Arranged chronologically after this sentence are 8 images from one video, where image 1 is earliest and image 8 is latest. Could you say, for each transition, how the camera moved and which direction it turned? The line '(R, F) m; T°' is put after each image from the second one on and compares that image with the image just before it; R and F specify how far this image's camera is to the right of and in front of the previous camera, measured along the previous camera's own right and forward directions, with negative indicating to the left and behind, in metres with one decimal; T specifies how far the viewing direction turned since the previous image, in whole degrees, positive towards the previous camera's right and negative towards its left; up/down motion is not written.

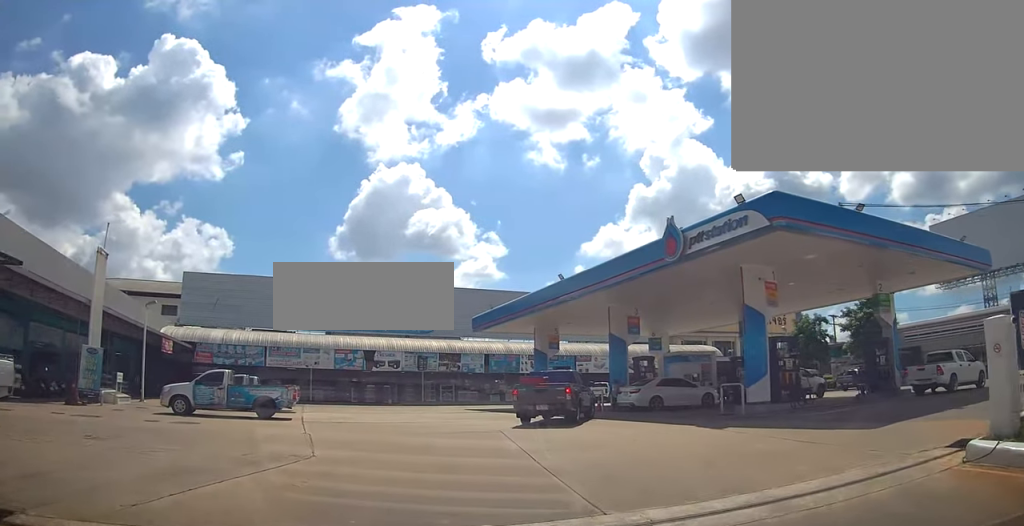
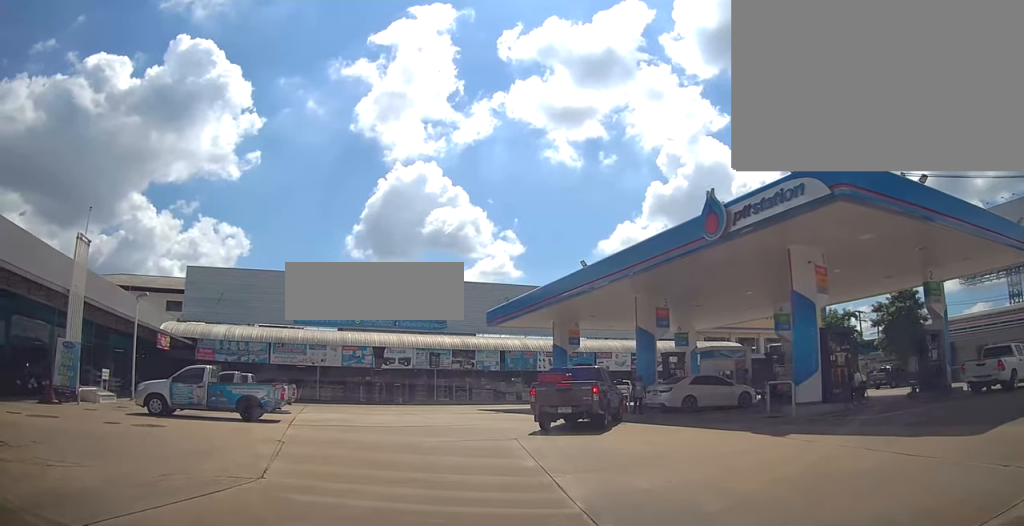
(-0.1, +2.5) m; 0°
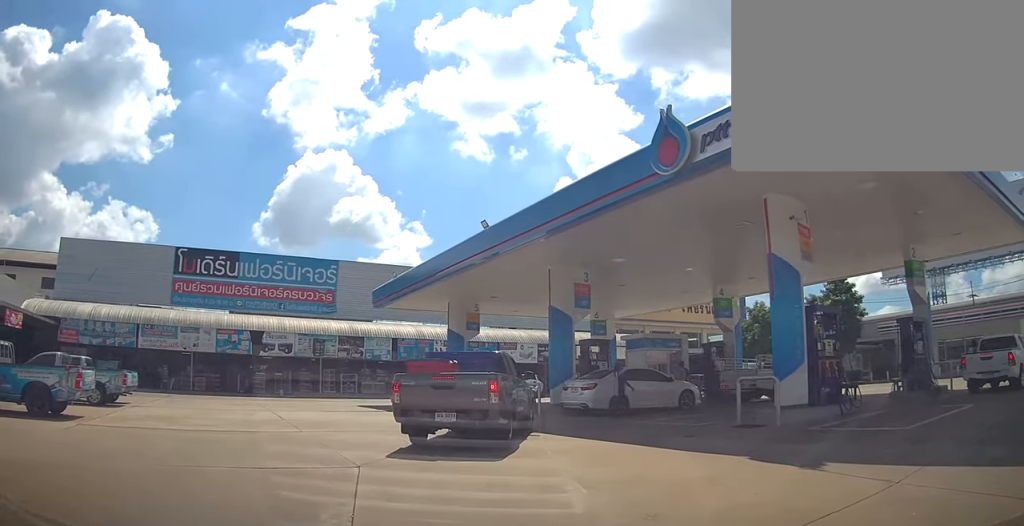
(-0.1, +5.8) m; +27°
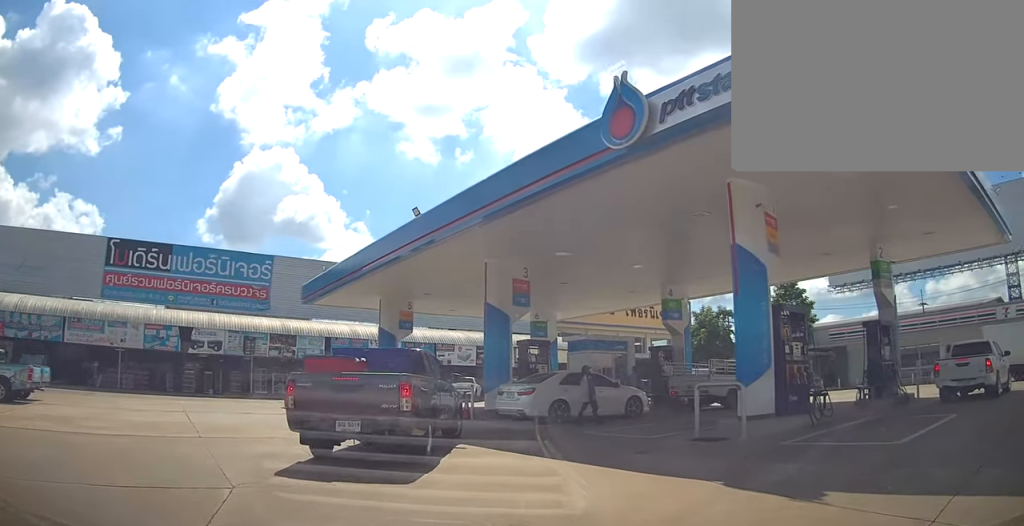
(+0.2, +1.1) m; +36°
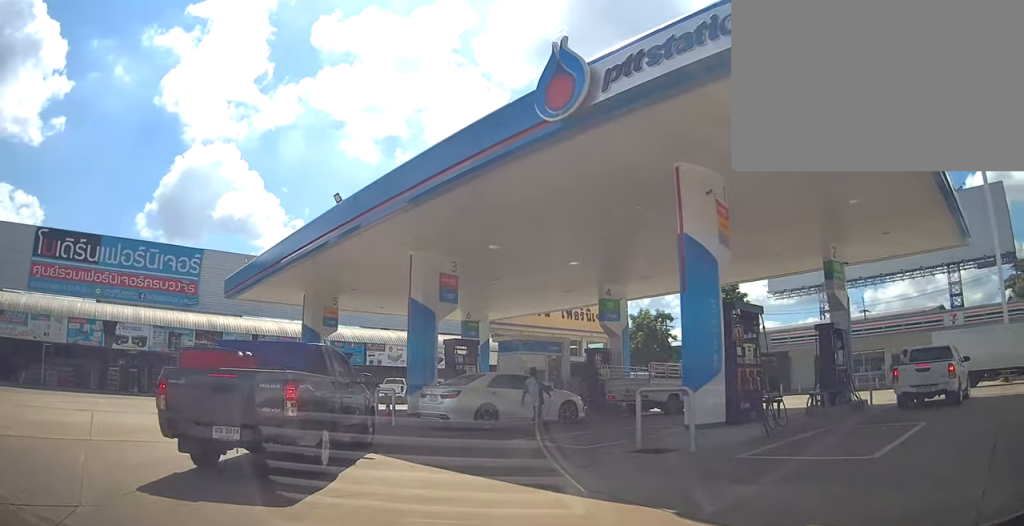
(+1.0, +0.9) m; +37°
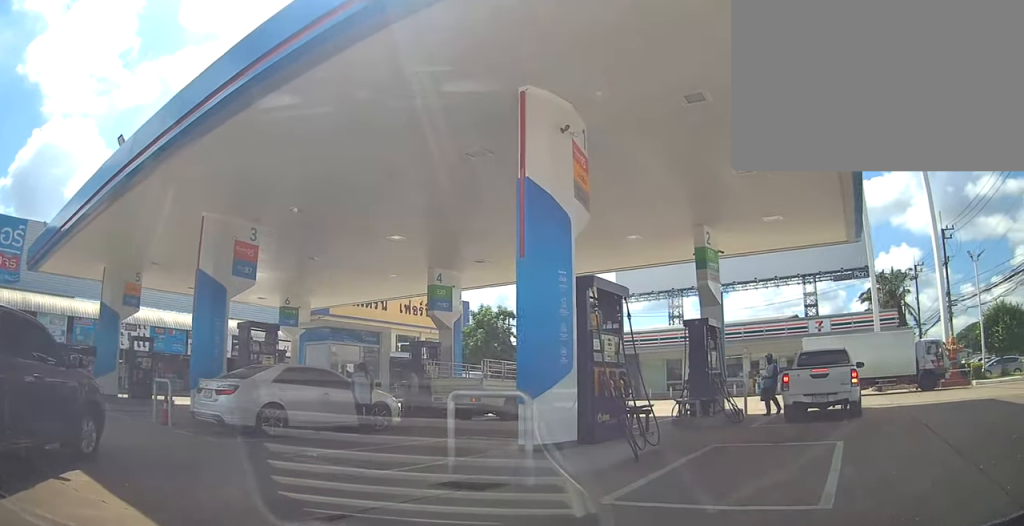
(+1.1, +5.1) m; +12°
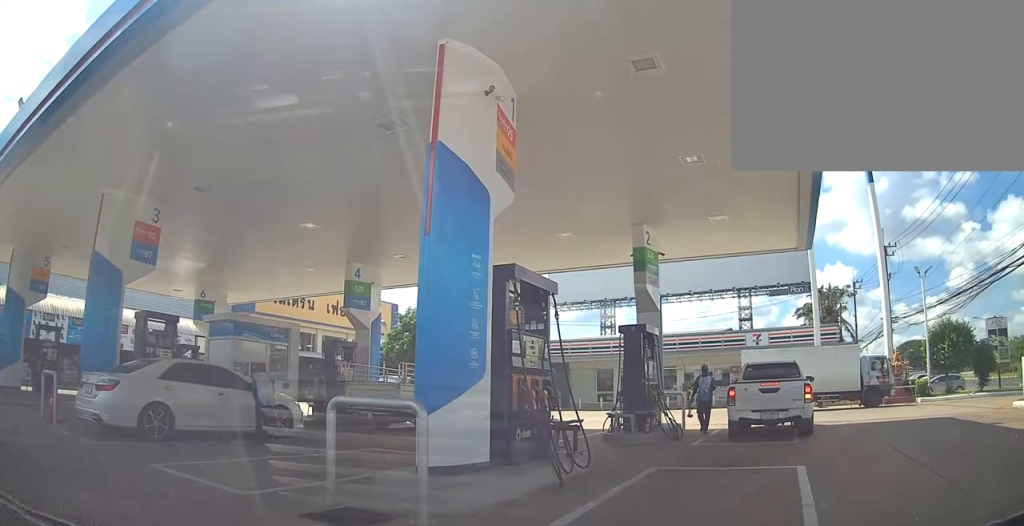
(0.0, +3.6) m; 0°
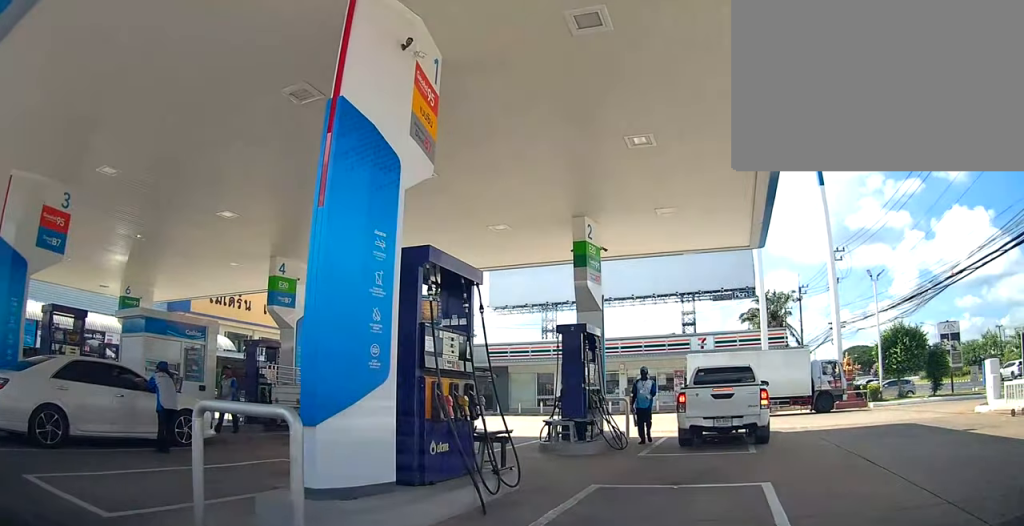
(0.0, +2.9) m; 0°
